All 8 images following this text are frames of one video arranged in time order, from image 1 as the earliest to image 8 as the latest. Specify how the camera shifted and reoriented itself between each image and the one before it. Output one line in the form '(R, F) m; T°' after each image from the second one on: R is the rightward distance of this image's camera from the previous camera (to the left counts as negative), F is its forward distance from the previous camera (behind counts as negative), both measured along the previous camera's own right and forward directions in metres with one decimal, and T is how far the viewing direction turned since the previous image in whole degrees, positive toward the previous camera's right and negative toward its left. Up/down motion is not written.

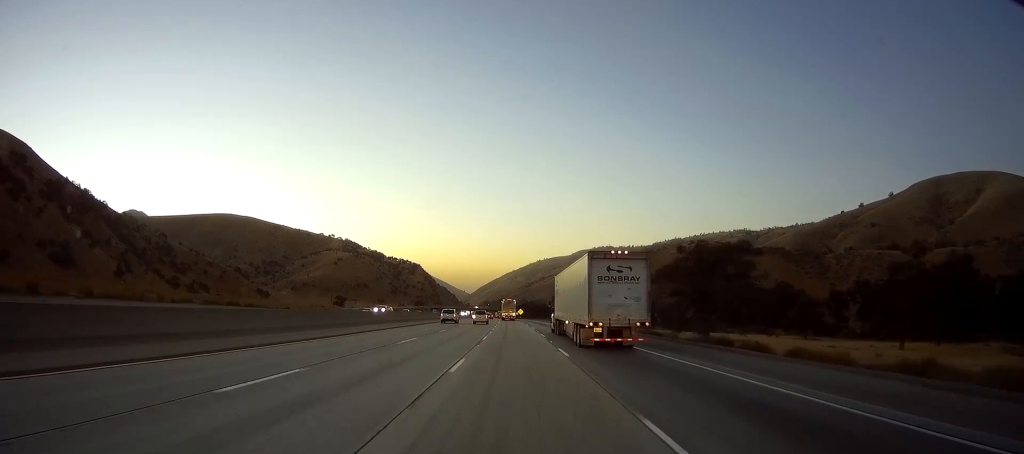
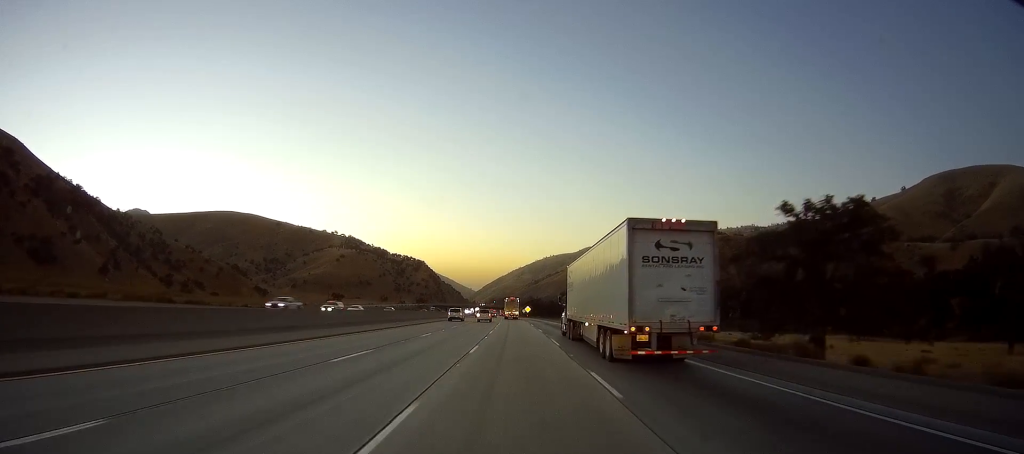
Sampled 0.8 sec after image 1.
(0.0, +23.7) m; 0°
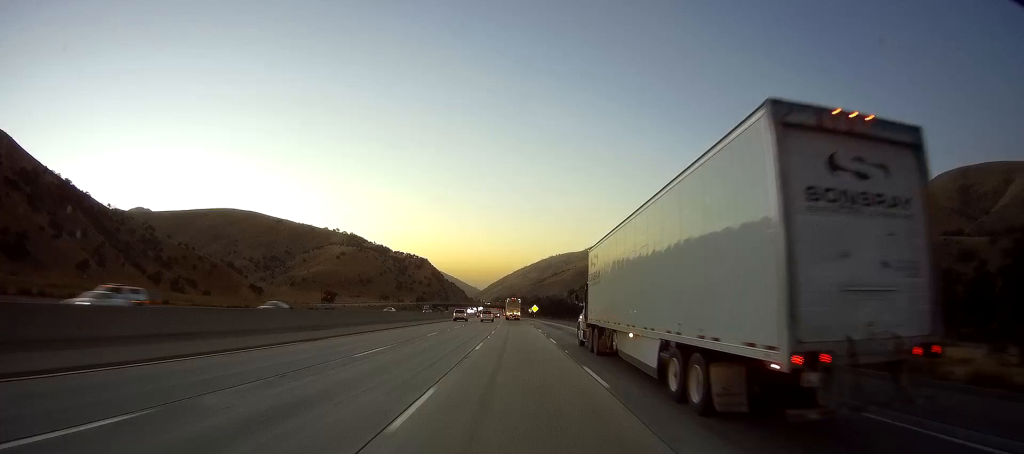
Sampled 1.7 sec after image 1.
(-0.1, +27.6) m; 0°
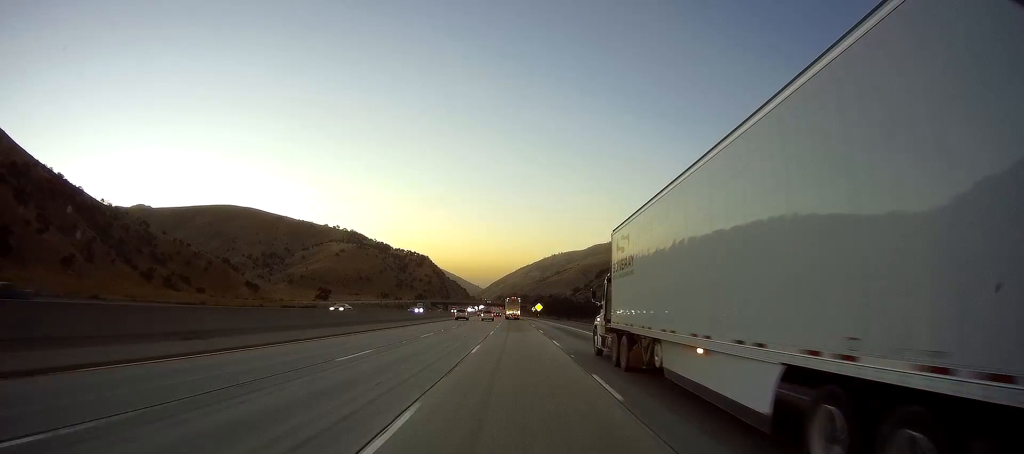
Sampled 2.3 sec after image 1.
(-0.1, +16.7) m; 0°
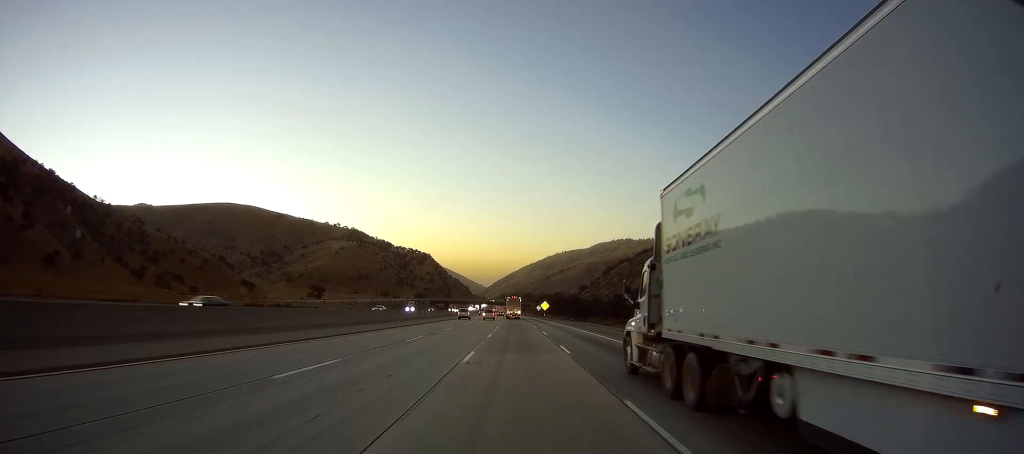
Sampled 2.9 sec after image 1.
(+0.1, +18.5) m; -1°
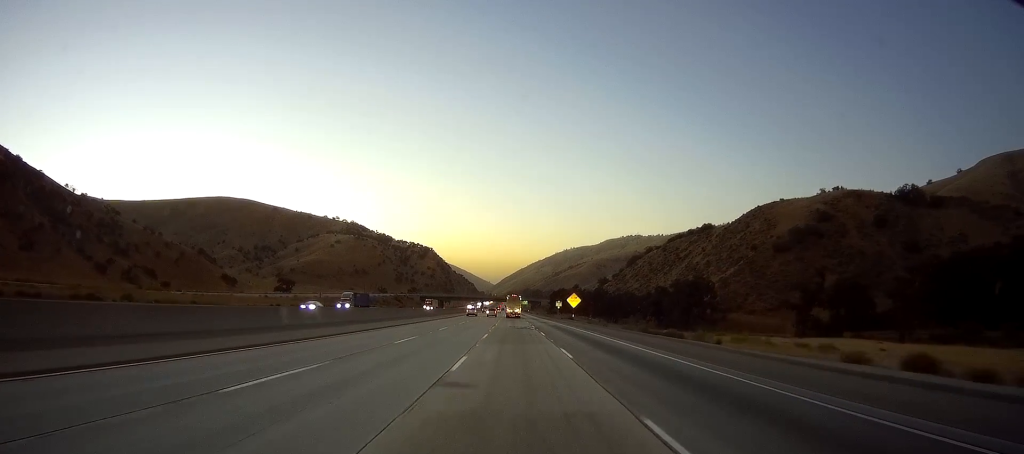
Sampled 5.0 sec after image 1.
(-0.7, +61.0) m; -1°
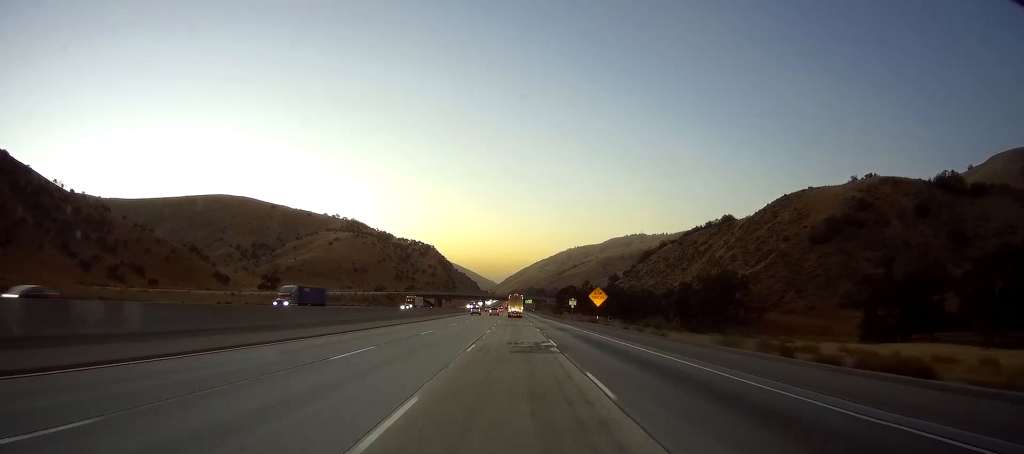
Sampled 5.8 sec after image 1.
(-0.2, +23.7) m; -1°
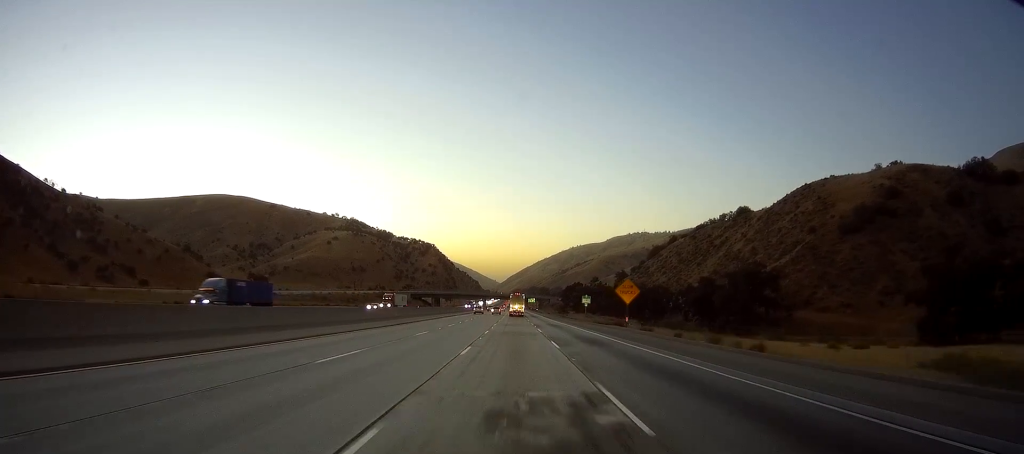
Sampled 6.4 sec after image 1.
(-0.1, +16.8) m; 0°
